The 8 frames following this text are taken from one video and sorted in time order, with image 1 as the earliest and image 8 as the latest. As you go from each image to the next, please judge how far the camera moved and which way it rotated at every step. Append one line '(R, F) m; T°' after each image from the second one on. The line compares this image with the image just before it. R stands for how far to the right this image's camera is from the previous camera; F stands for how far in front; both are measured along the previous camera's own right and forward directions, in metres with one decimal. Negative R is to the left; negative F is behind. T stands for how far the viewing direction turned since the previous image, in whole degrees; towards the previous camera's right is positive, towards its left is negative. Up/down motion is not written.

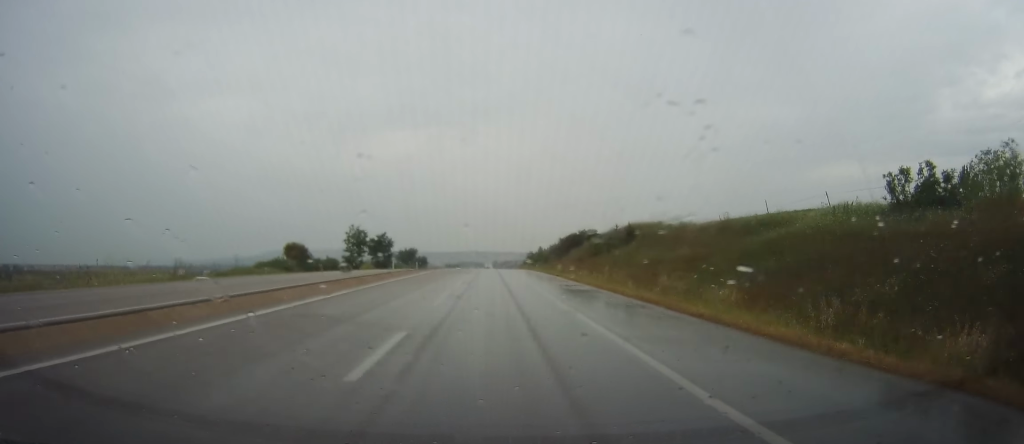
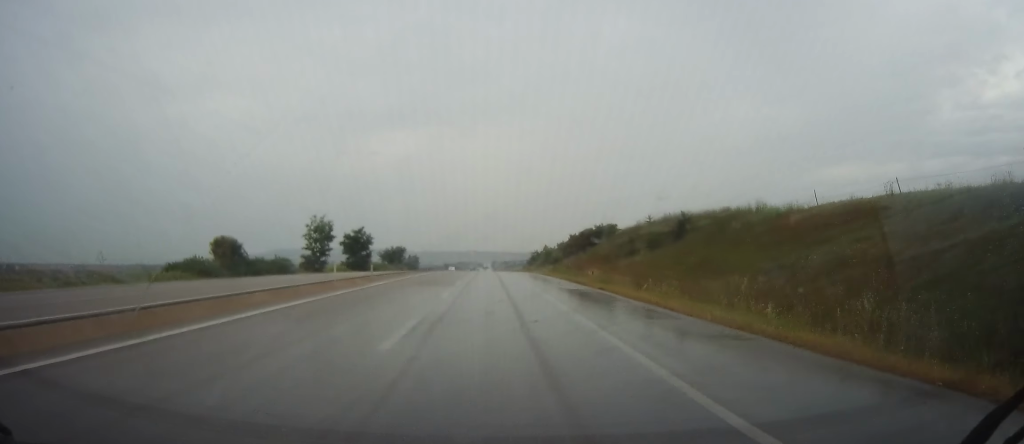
(0.0, +20.7) m; 0°
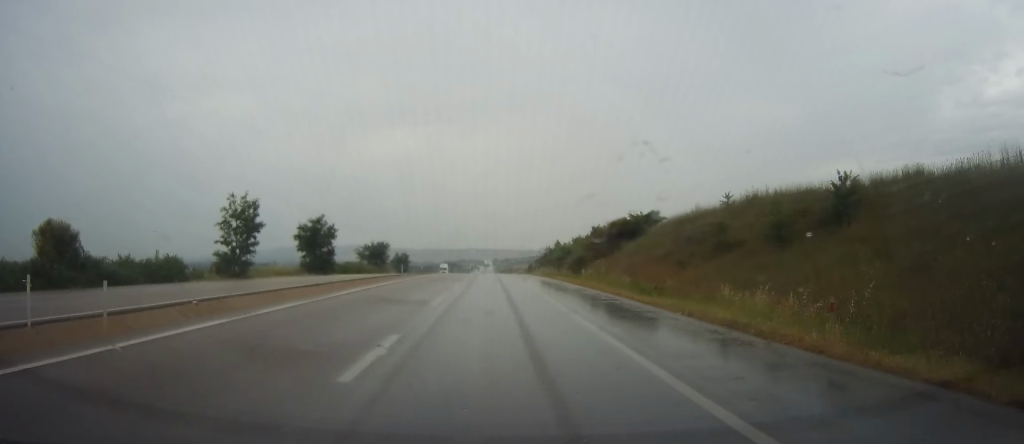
(0.0, +25.7) m; 0°
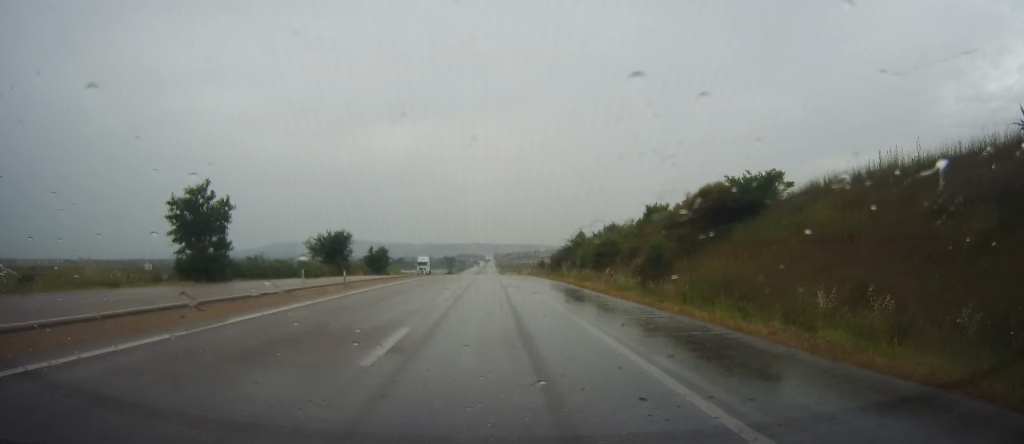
(-0.1, +33.4) m; +1°
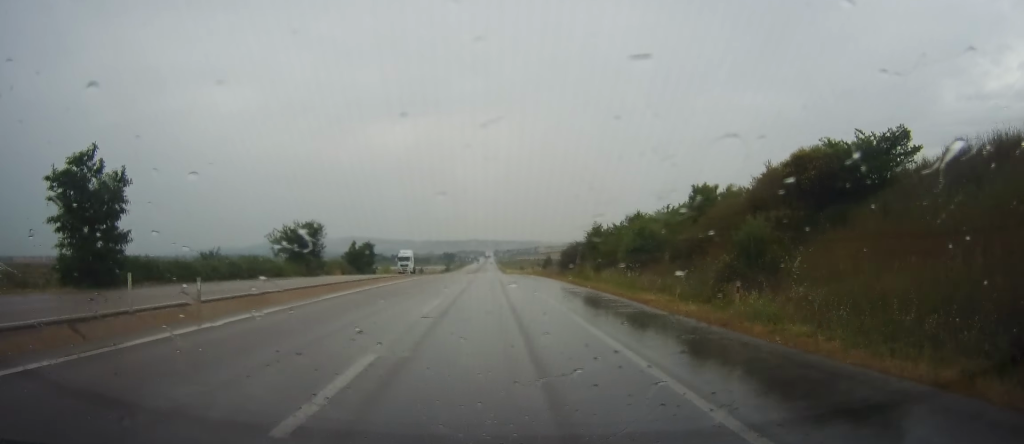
(+0.3, +14.9) m; 0°
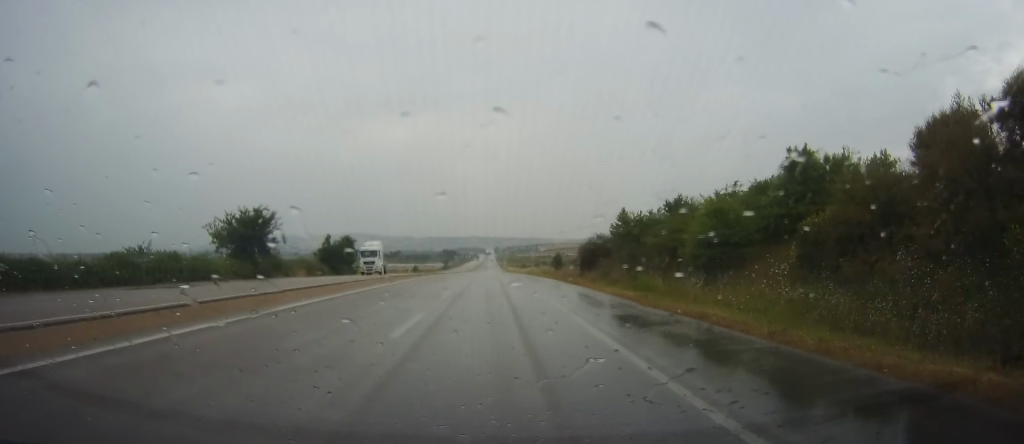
(+0.1, +17.1) m; 0°
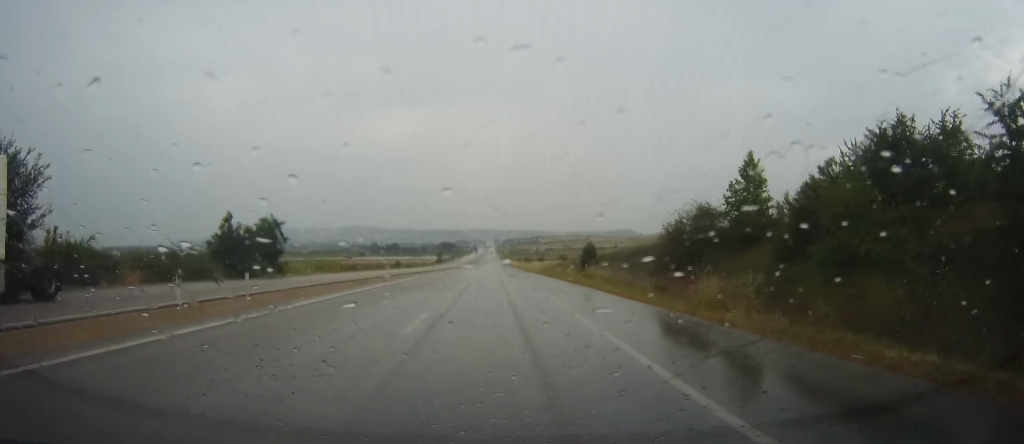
(-0.6, +35.3) m; -1°
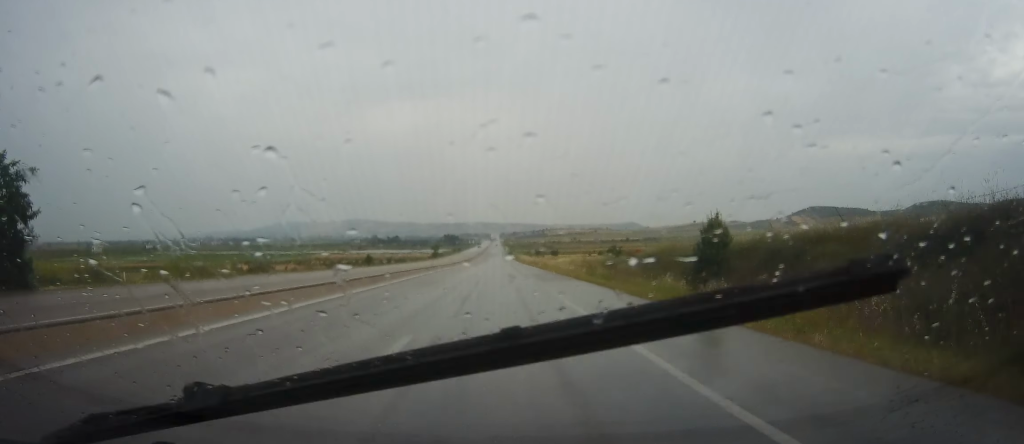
(+0.4, +38.8) m; +2°
